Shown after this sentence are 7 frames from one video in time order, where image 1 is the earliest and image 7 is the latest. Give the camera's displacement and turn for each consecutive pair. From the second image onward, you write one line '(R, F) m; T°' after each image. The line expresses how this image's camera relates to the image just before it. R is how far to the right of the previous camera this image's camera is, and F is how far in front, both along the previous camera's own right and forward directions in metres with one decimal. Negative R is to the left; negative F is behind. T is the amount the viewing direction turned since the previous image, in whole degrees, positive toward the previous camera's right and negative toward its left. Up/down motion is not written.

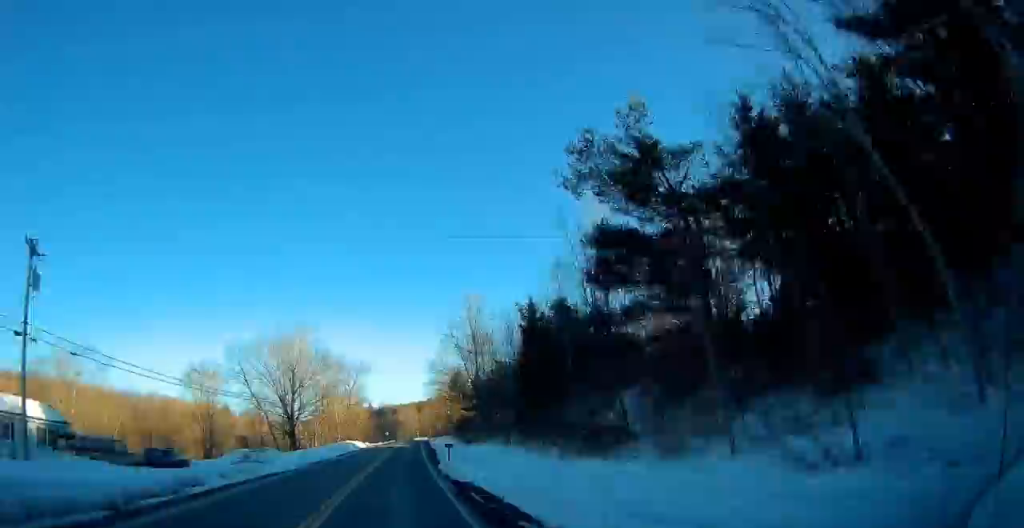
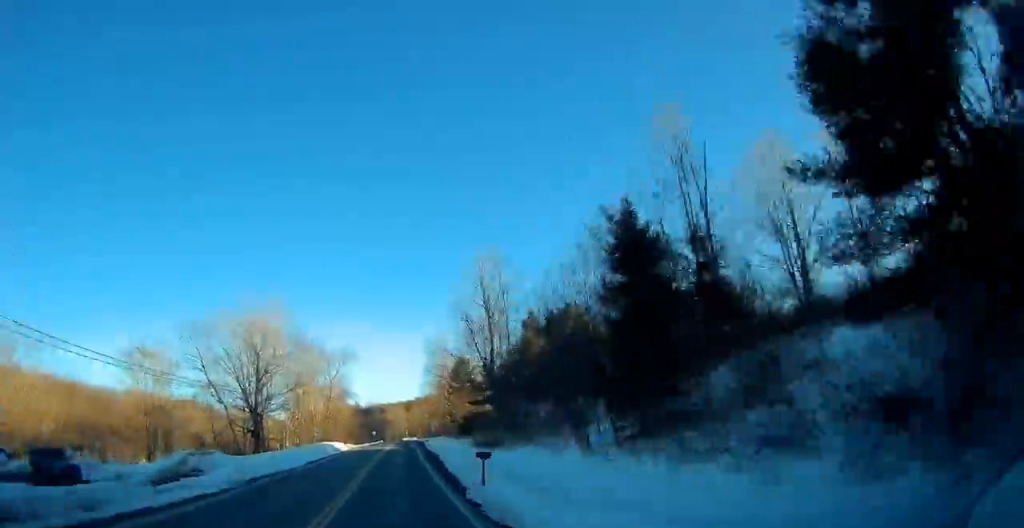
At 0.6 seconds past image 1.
(0.0, +14.7) m; 0°
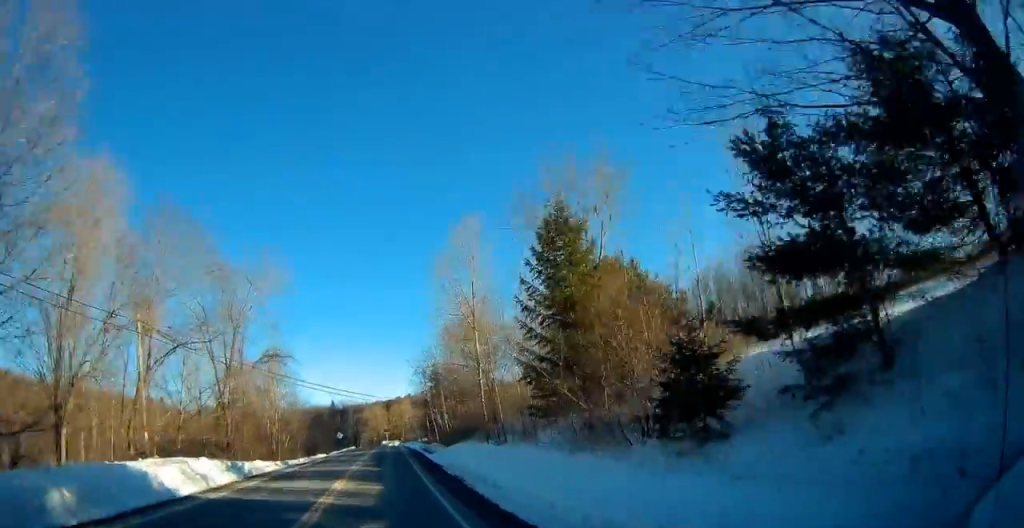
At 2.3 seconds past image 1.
(+0.4, +44.1) m; +2°
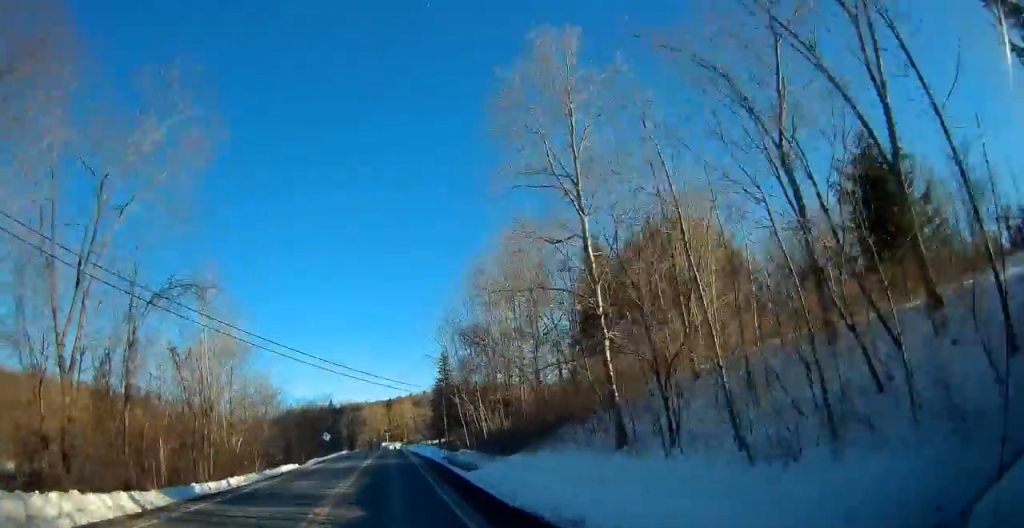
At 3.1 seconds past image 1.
(+0.4, +20.8) m; +1°
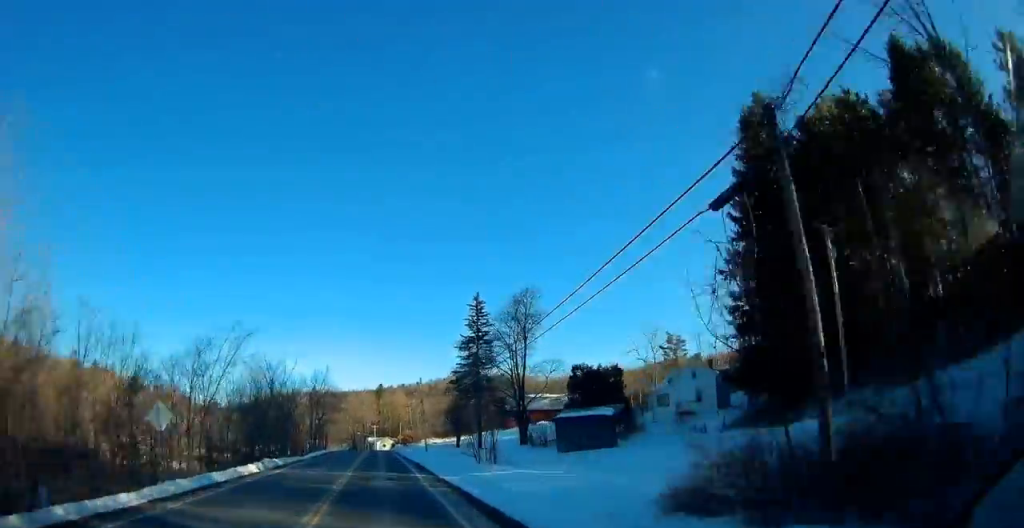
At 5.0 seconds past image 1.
(+0.4, +49.3) m; 0°
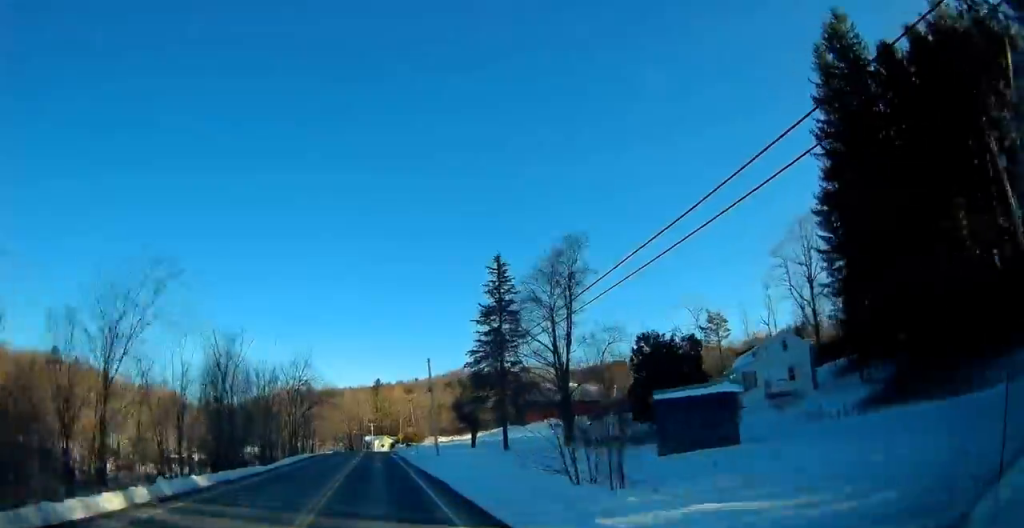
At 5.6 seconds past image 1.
(0.0, +15.4) m; 0°
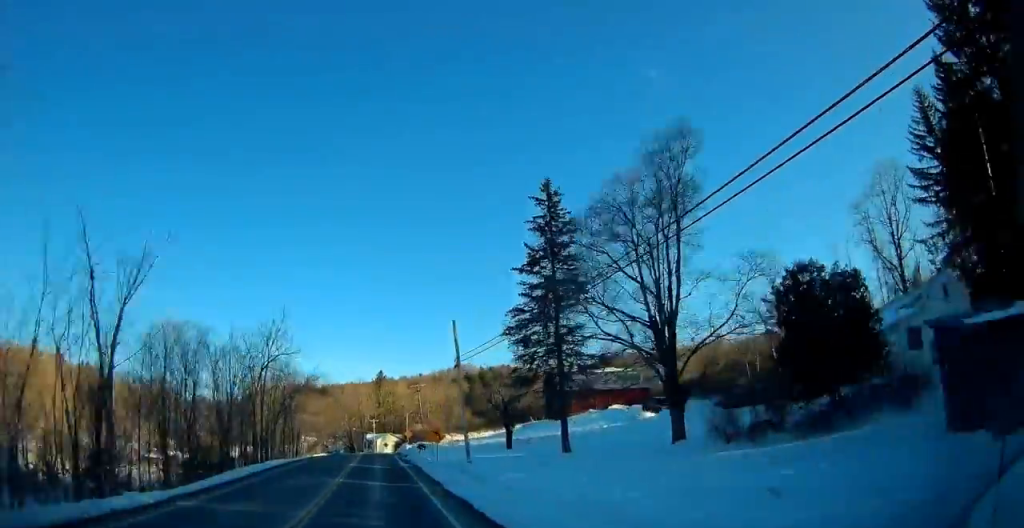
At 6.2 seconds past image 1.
(0.0, +16.9) m; 0°
